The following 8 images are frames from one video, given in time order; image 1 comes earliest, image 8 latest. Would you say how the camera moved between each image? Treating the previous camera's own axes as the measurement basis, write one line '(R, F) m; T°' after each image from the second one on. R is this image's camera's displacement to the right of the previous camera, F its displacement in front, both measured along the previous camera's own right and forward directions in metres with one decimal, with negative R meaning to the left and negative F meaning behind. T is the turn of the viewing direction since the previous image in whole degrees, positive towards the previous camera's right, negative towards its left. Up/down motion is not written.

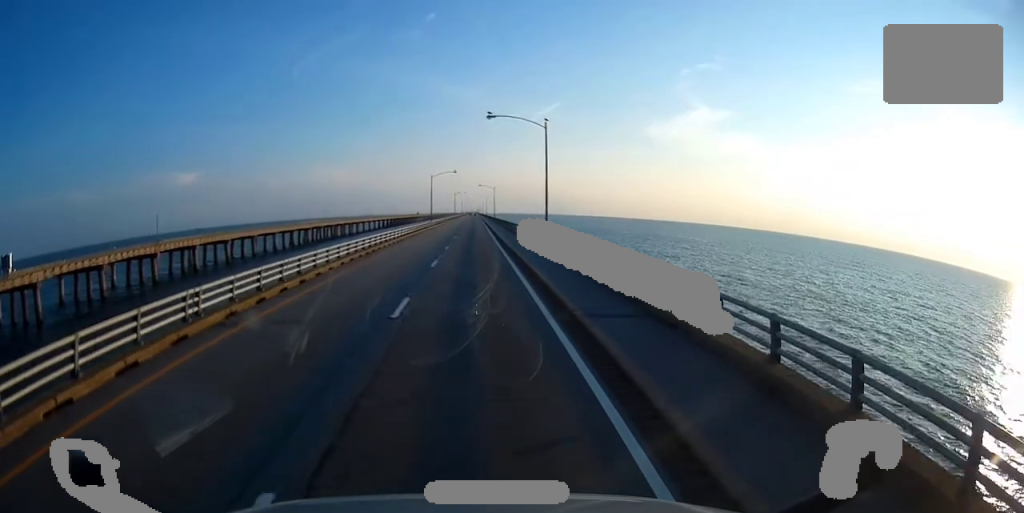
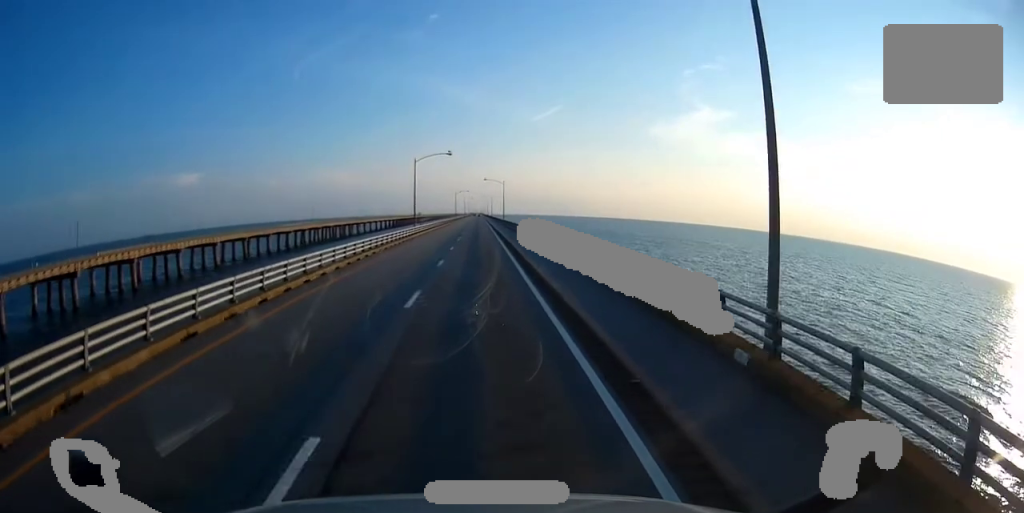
(+0.1, +34.3) m; 0°
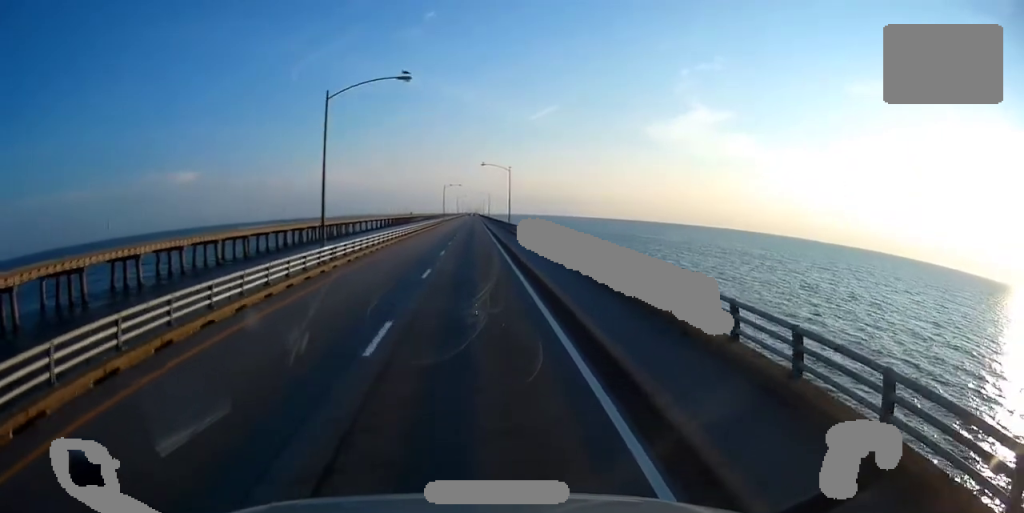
(-0.2, +40.7) m; -1°
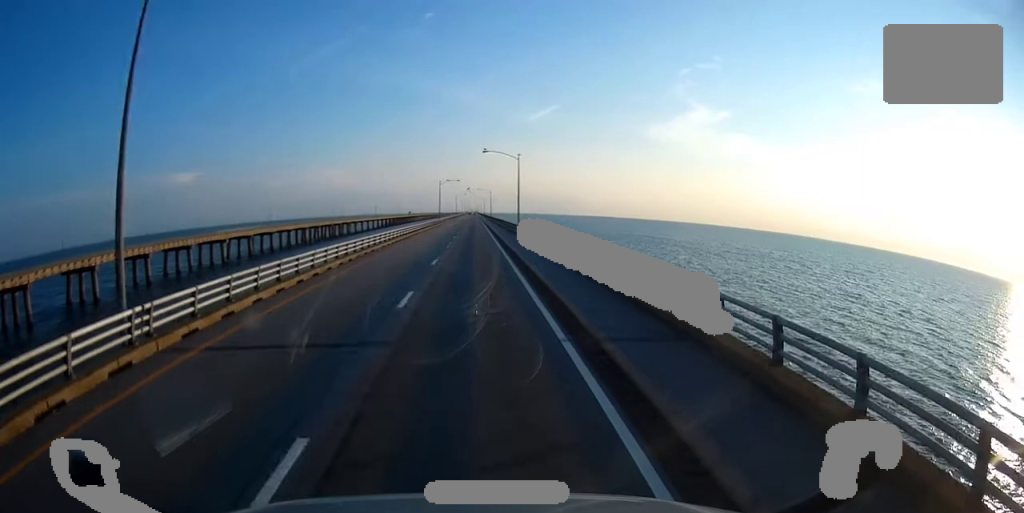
(-0.1, +18.7) m; 0°
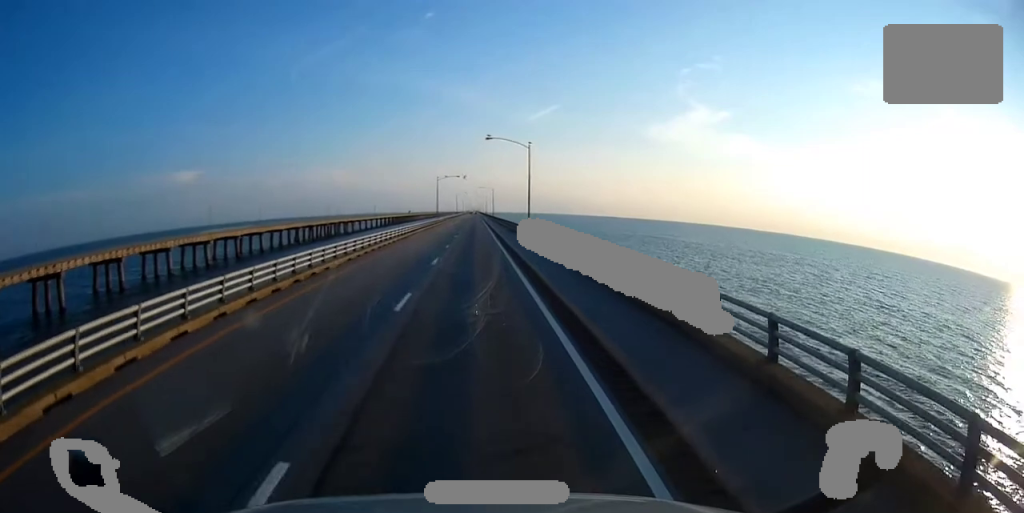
(0.0, +12.5) m; 0°
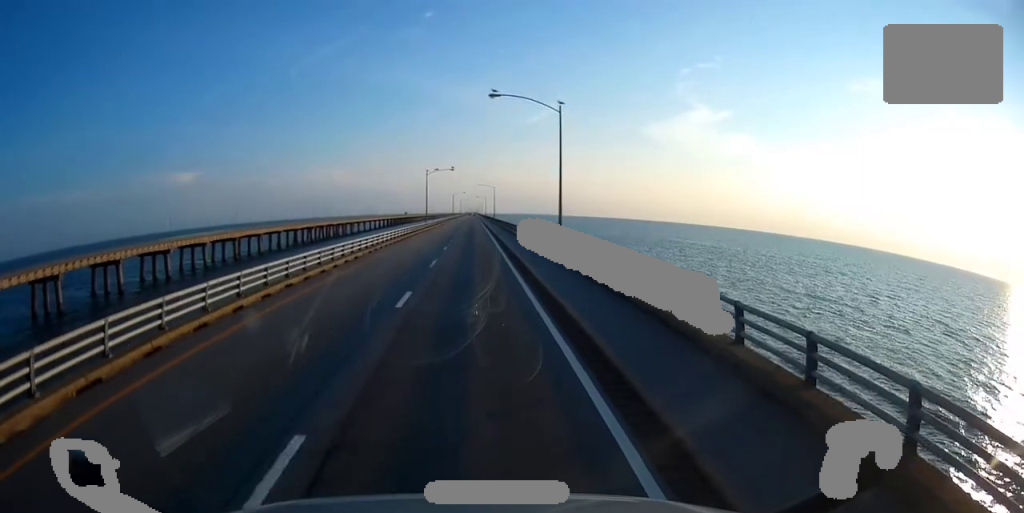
(+0.2, +23.0) m; 0°
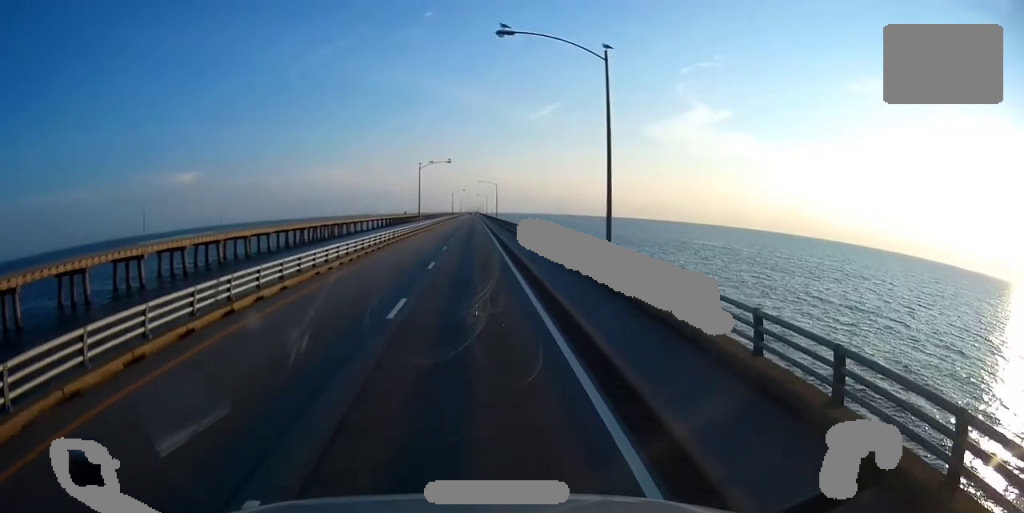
(-0.1, +13.6) m; 0°
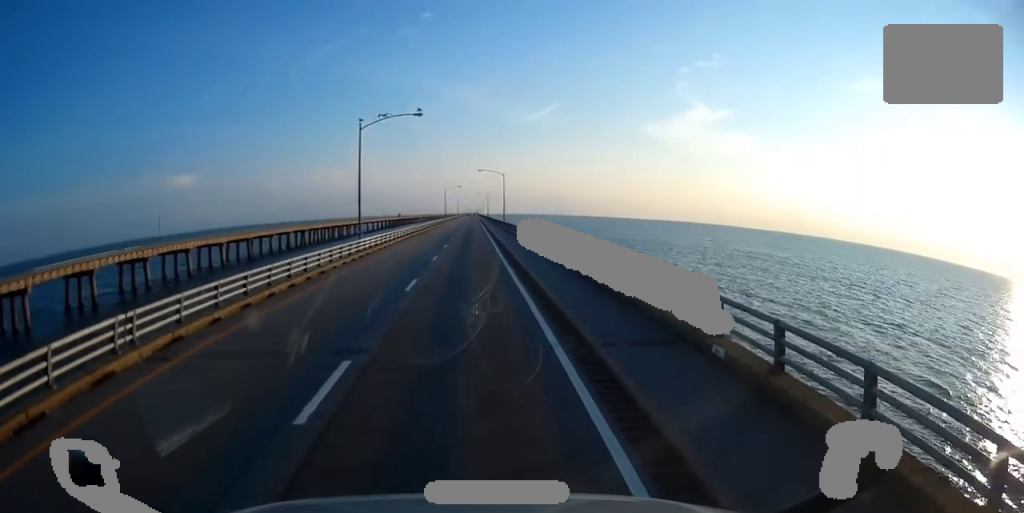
(-0.1, +42.8) m; -1°
